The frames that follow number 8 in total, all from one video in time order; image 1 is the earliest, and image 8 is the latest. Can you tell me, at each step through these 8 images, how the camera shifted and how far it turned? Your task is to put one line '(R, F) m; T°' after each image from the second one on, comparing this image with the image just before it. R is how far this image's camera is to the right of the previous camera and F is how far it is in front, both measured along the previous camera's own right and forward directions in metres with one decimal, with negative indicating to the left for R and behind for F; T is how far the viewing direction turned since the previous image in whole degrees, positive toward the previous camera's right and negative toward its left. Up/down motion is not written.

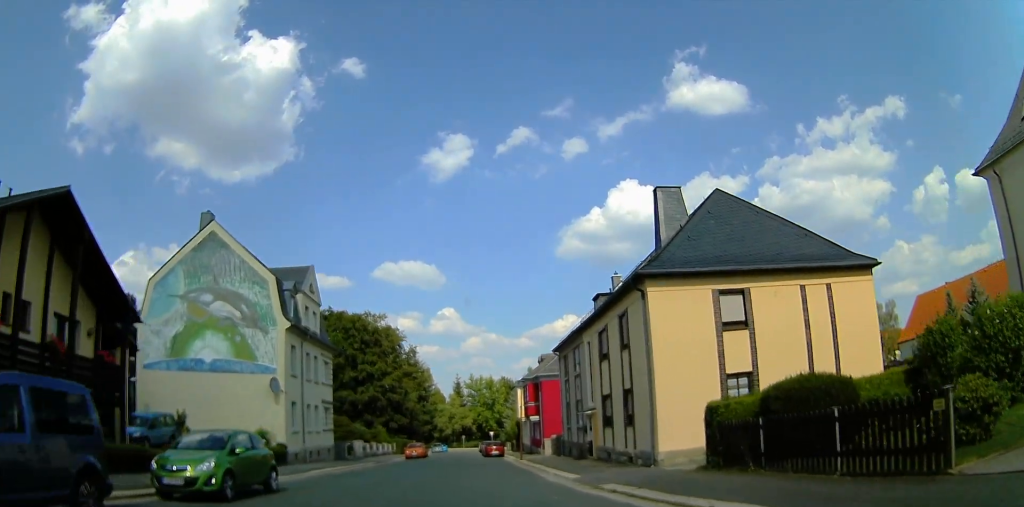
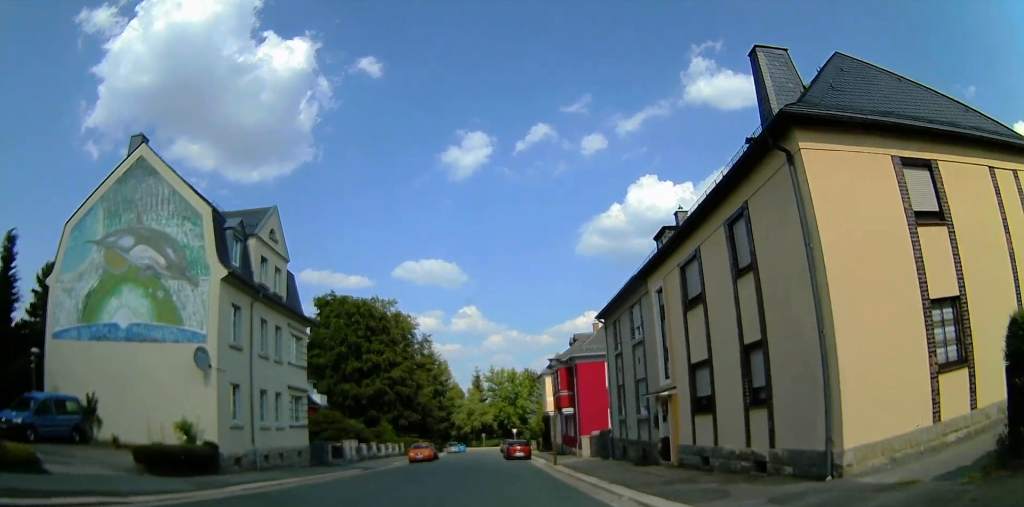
(0.0, +10.1) m; 0°
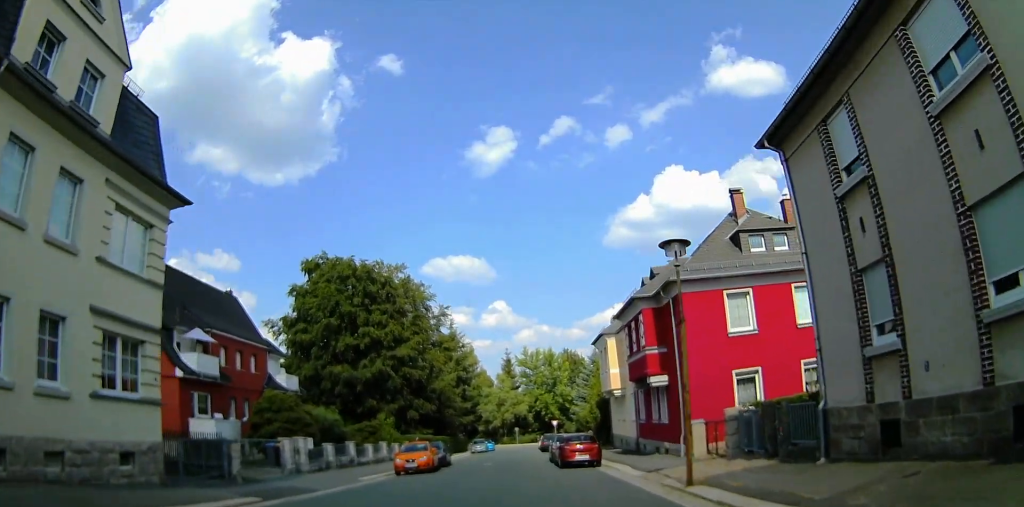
(-0.1, +18.0) m; 0°
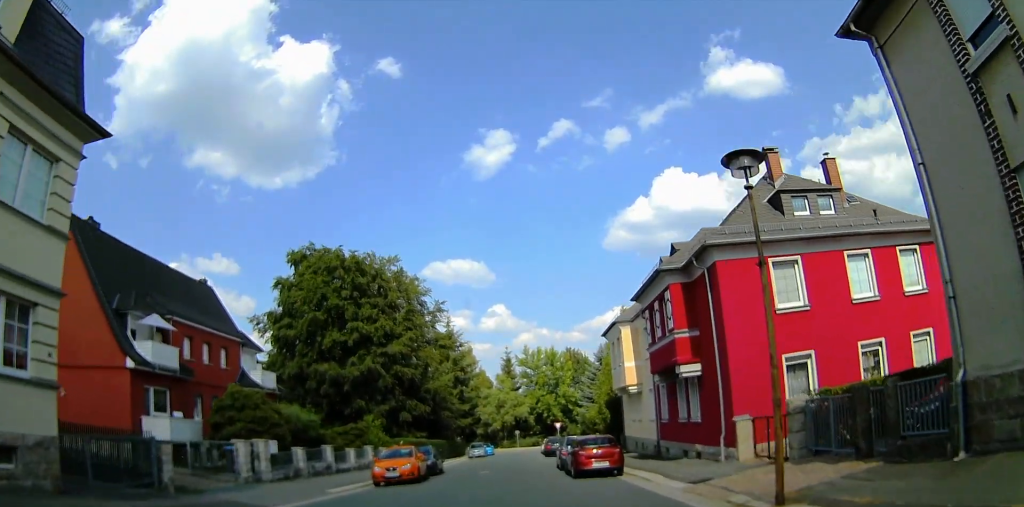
(0.0, +4.5) m; 0°
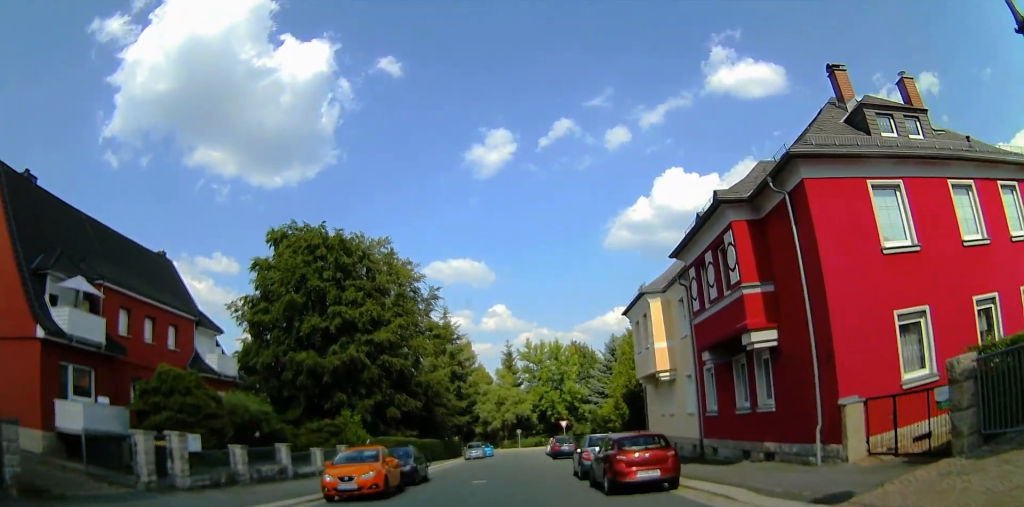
(0.0, +6.0) m; +1°
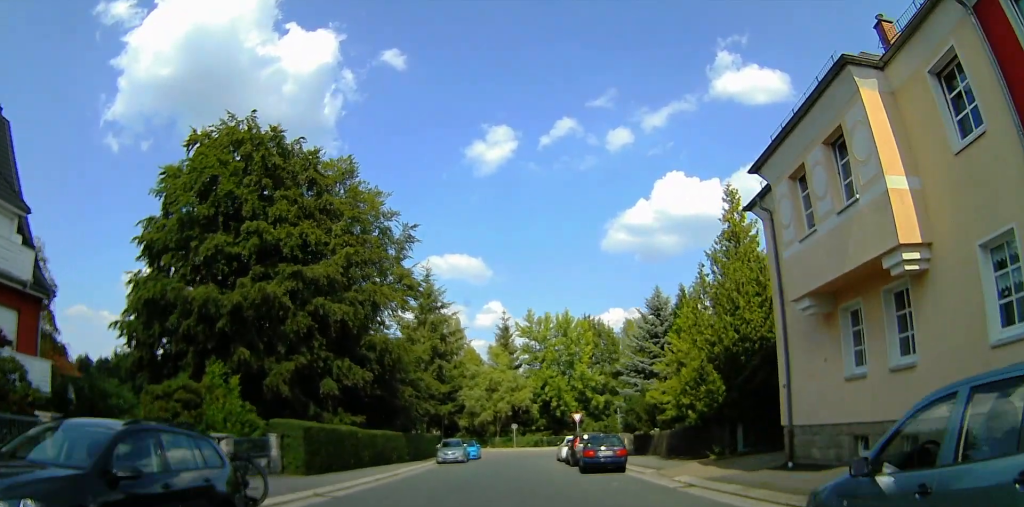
(+1.4, +15.2) m; +6°
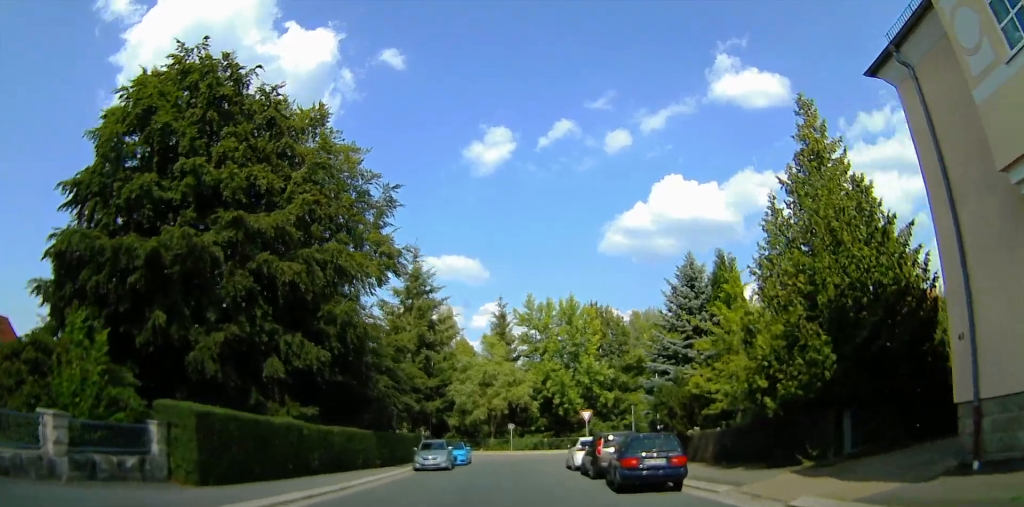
(-0.4, +6.3) m; -4°
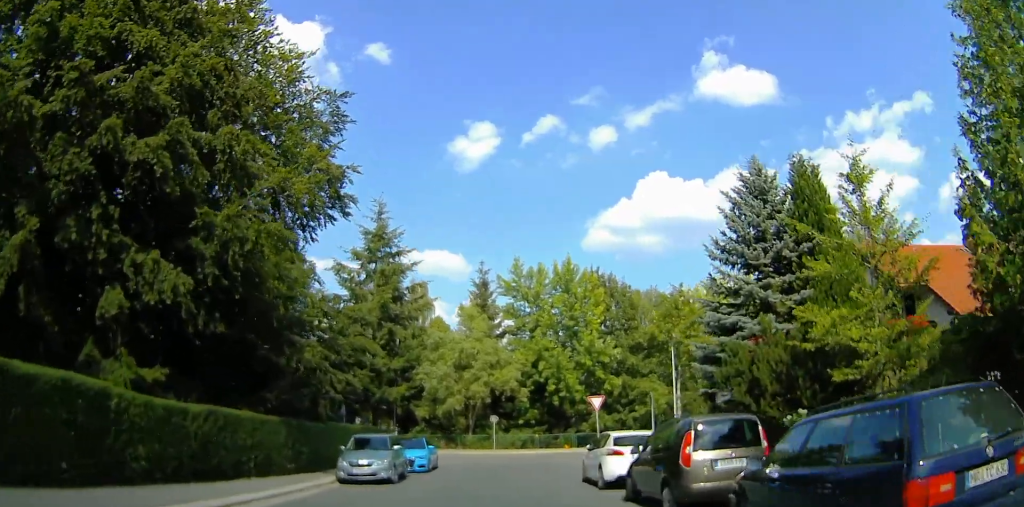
(-0.5, +7.8) m; -1°
